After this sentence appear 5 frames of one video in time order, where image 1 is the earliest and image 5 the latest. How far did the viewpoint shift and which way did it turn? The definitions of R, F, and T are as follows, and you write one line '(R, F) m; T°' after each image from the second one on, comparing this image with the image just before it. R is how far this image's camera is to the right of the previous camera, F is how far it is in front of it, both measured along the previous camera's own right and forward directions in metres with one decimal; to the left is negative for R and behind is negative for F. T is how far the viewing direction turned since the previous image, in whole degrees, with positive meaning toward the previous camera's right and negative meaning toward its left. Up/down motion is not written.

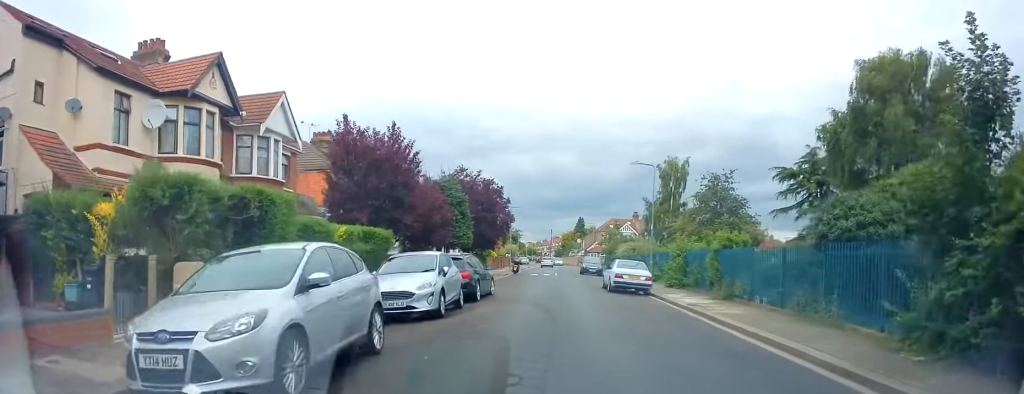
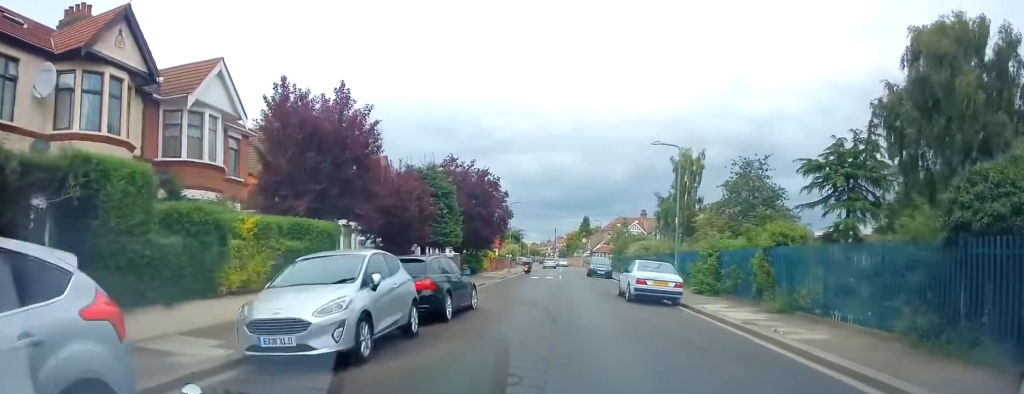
(+0.2, +5.3) m; 0°
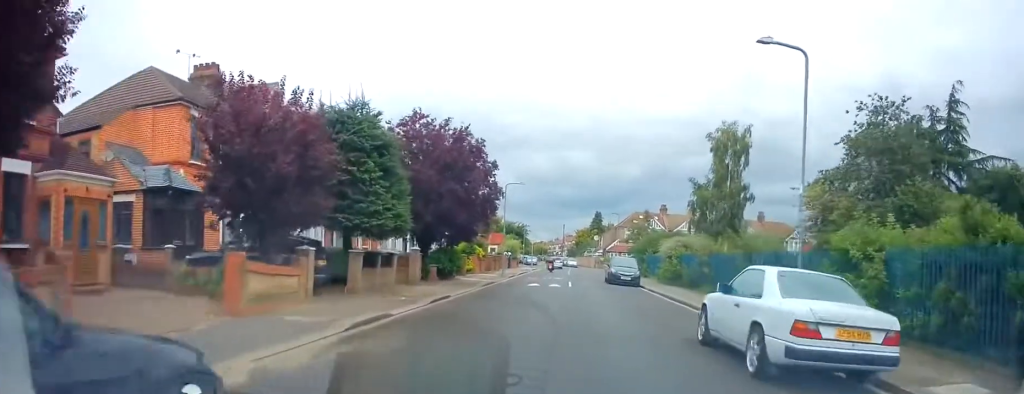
(-0.2, +12.1) m; 0°
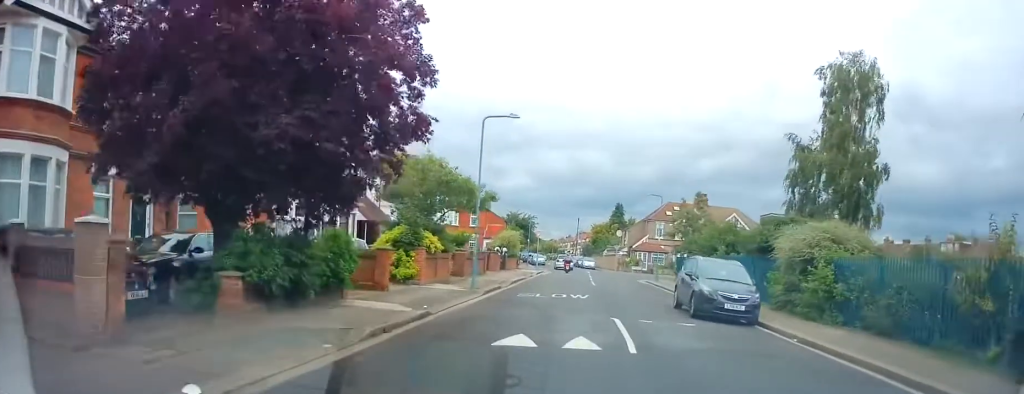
(-0.2, +17.9) m; -2°
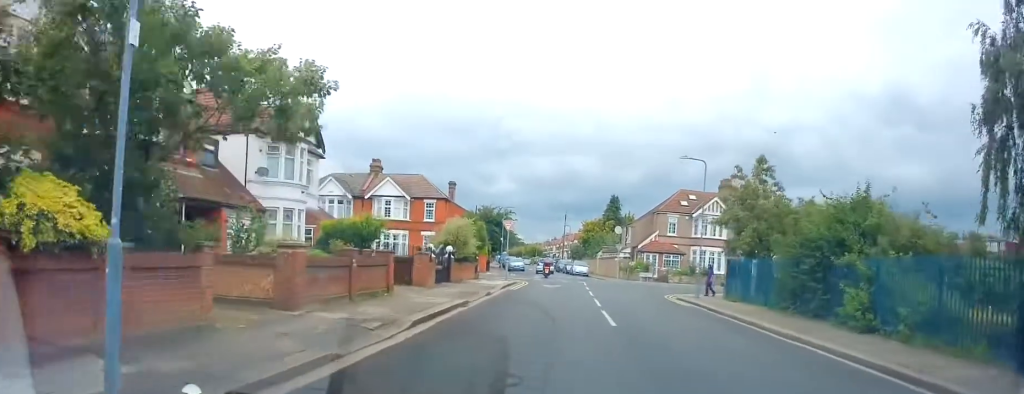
(+0.5, +16.3) m; +5°
